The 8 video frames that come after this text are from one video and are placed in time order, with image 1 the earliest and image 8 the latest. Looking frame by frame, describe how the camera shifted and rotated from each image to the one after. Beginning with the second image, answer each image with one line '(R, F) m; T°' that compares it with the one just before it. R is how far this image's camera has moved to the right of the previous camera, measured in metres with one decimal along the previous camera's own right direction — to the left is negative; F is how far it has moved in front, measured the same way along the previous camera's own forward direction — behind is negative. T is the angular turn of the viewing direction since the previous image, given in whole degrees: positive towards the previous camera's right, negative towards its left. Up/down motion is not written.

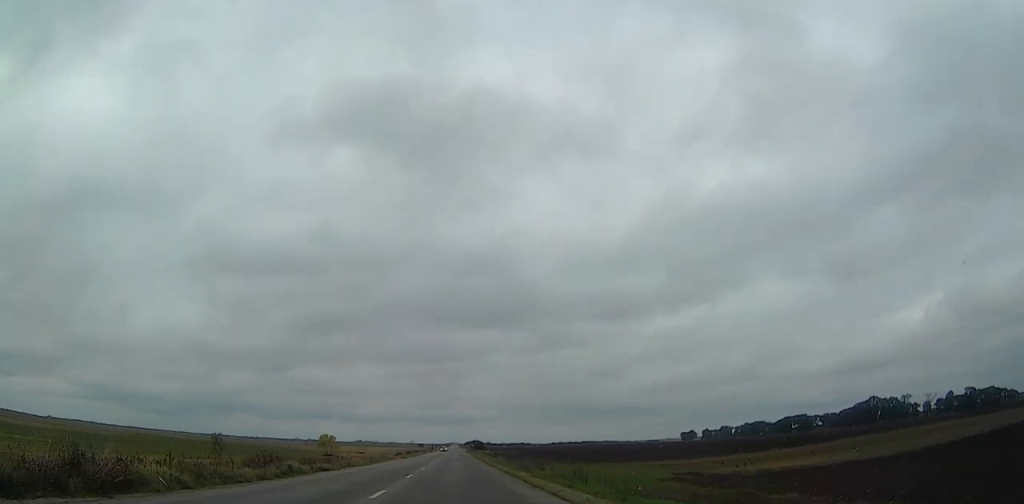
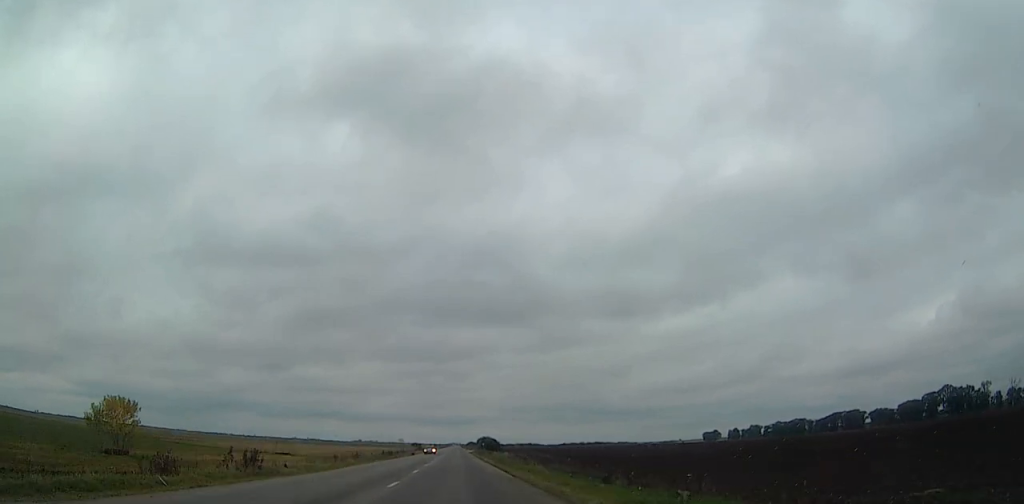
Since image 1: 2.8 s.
(+0.1, +86.4) m; 0°
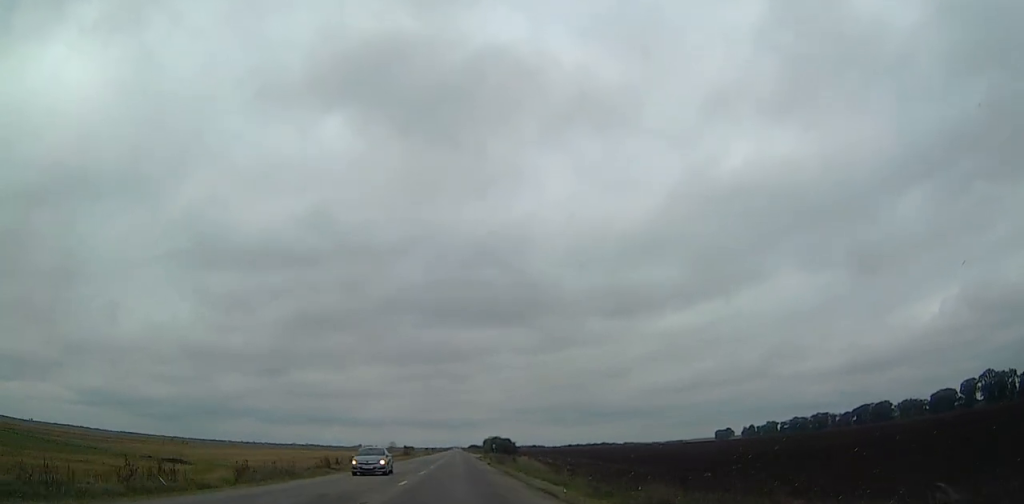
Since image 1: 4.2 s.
(0.0, +42.1) m; 0°
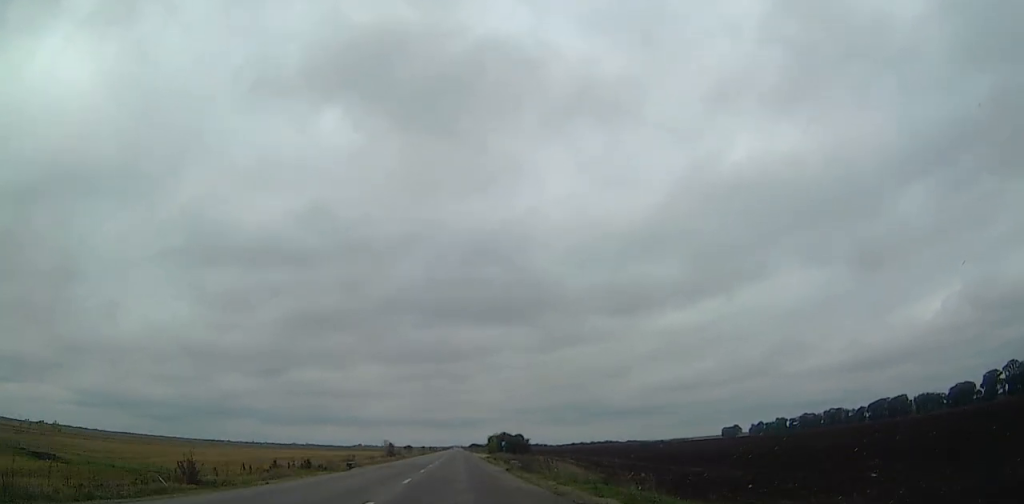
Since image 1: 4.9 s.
(0.0, +22.7) m; 0°
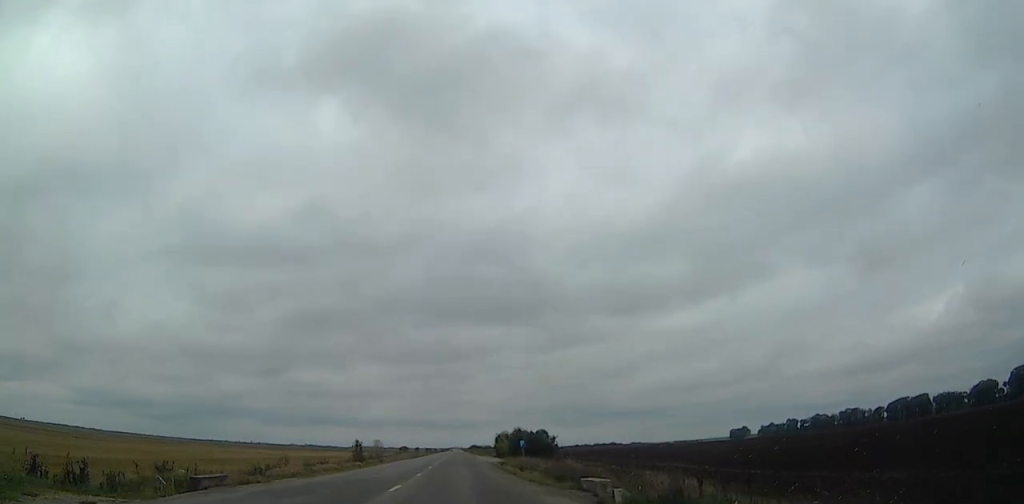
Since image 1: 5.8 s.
(0.0, +26.8) m; 0°
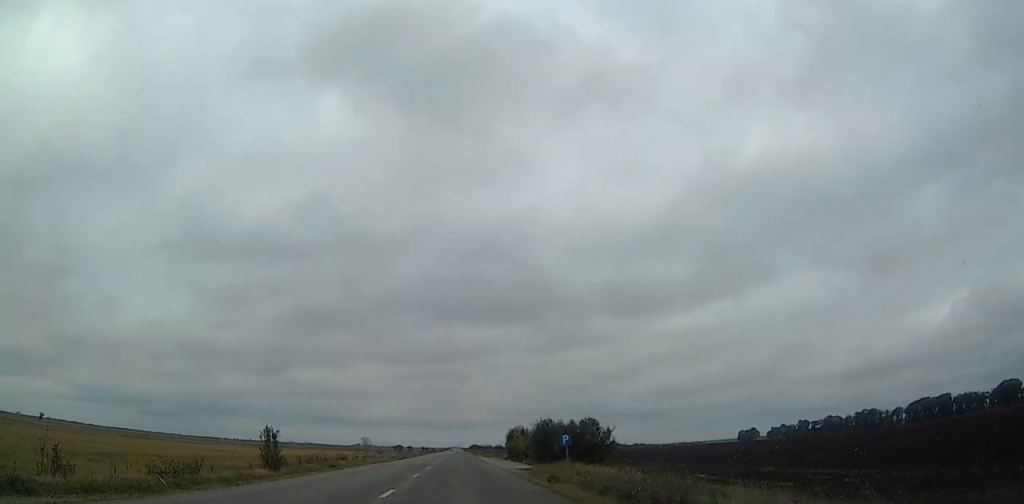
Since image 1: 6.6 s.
(0.0, +25.8) m; 0°
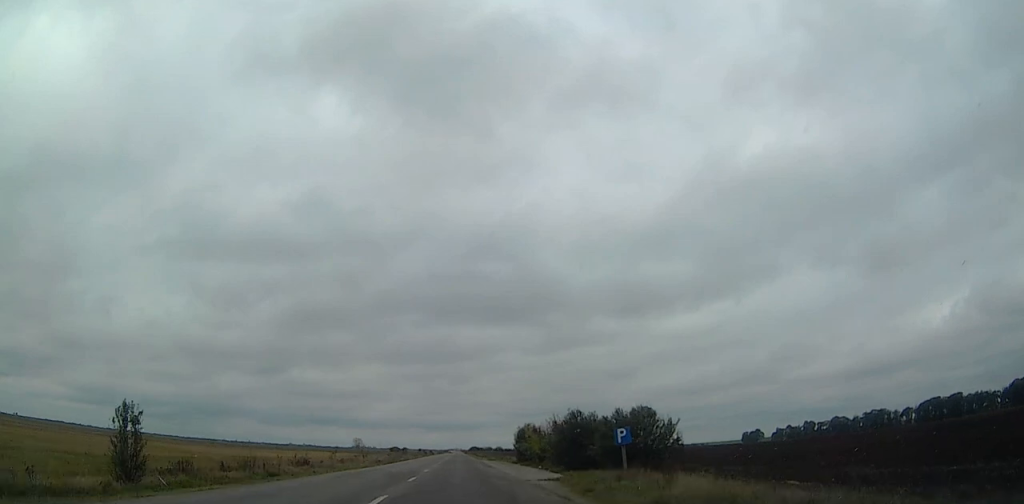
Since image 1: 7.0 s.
(0.0, +13.3) m; 0°
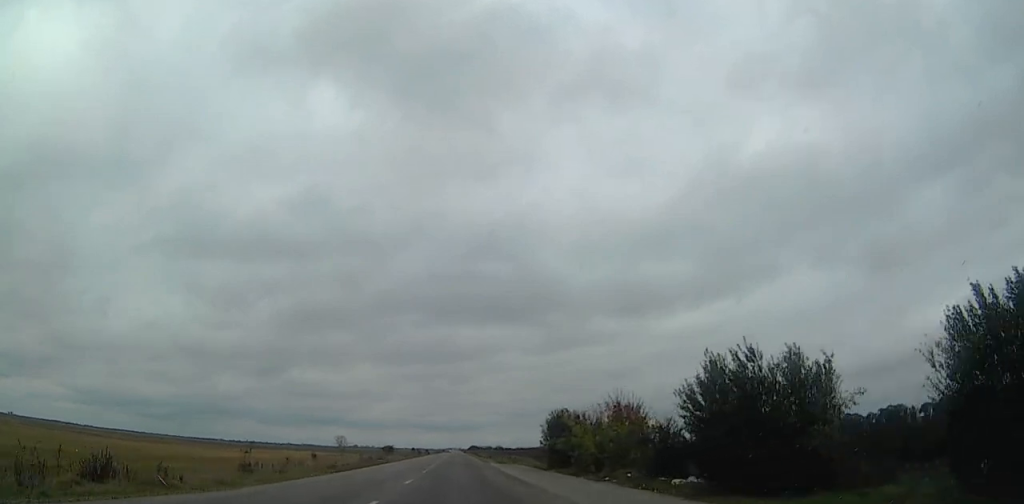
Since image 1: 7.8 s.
(0.0, +24.6) m; 0°
